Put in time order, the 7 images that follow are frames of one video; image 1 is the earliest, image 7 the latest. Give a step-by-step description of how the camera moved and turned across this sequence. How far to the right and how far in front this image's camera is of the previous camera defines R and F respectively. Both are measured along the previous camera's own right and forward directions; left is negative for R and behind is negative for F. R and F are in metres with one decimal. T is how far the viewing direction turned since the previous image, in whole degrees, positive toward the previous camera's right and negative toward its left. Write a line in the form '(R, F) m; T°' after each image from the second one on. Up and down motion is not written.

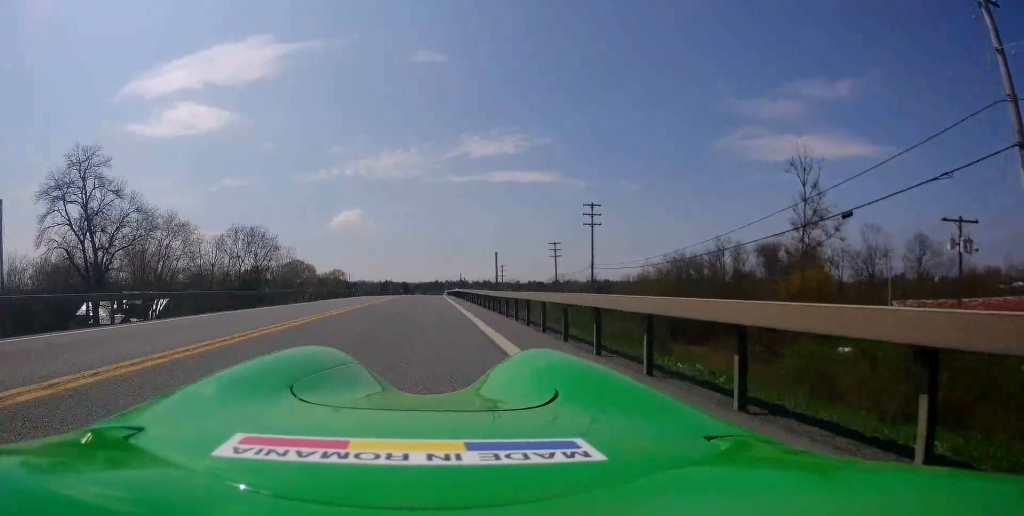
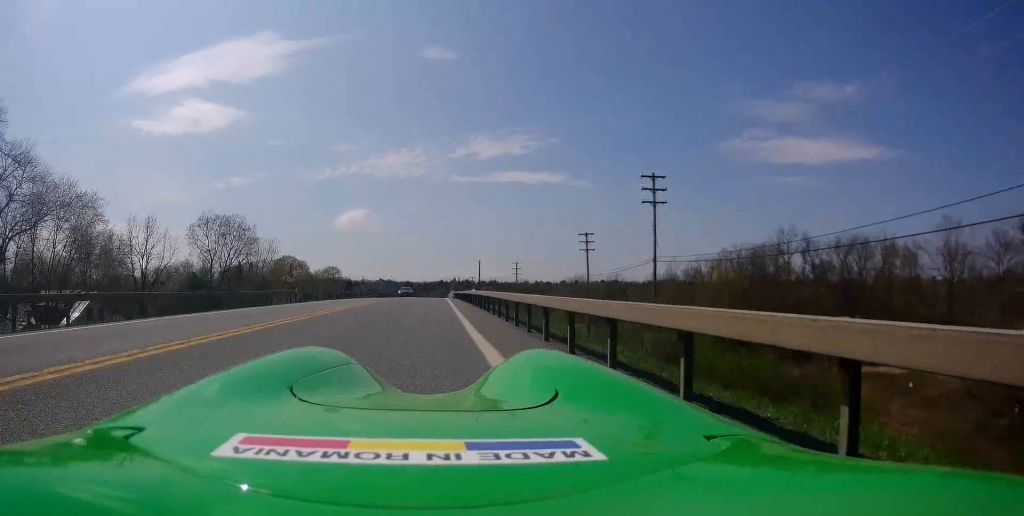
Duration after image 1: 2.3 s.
(0.0, +22.4) m; +2°
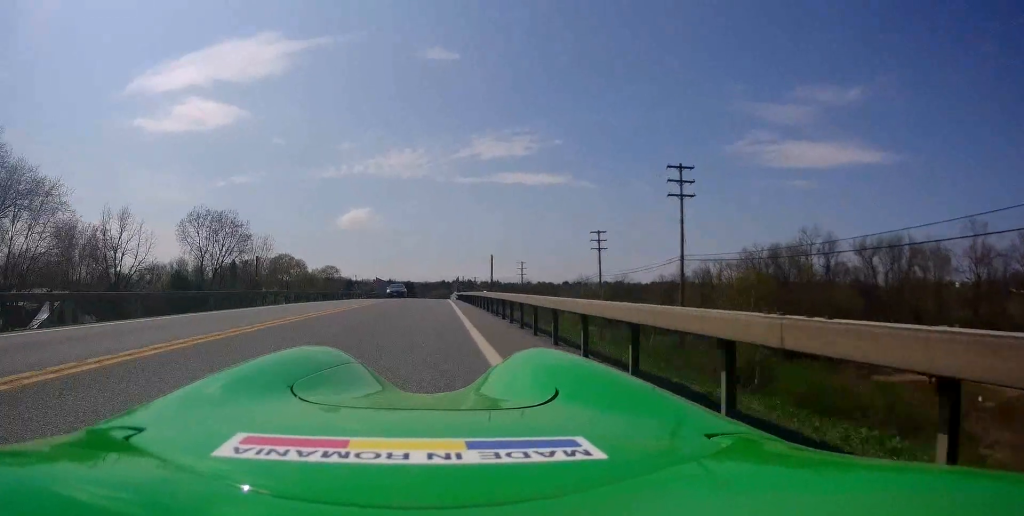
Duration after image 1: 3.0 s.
(-0.1, +6.3) m; -2°
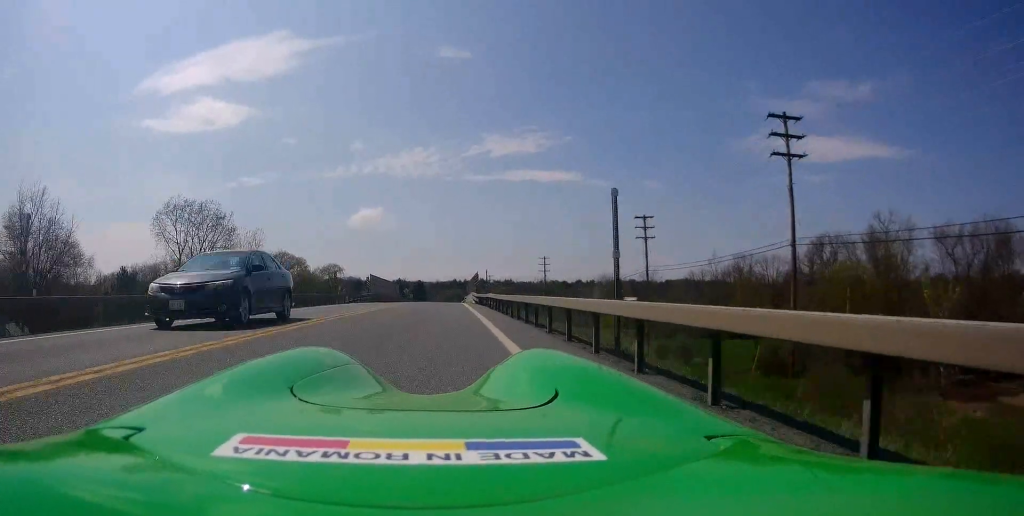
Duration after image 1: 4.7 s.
(-0.2, +15.8) m; -2°
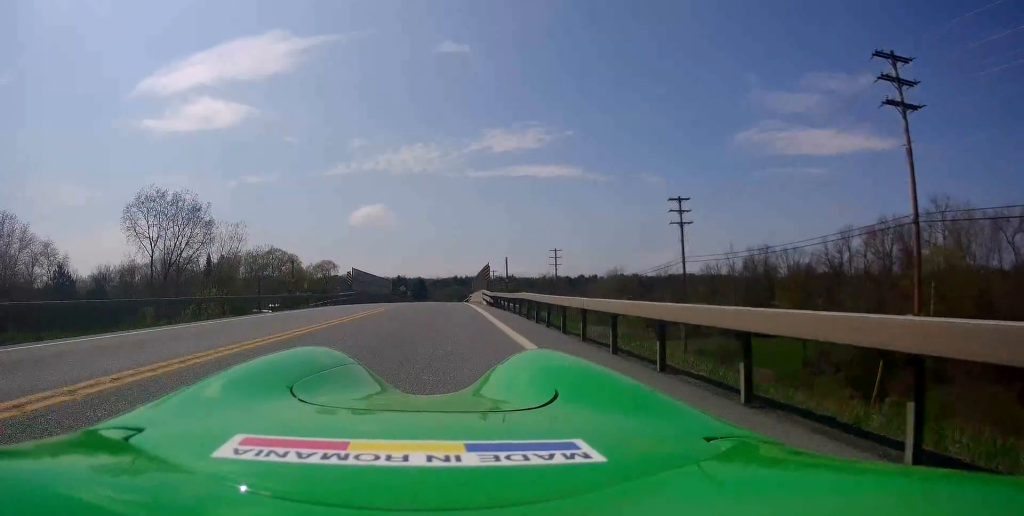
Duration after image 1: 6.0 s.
(-0.6, +11.1) m; -1°
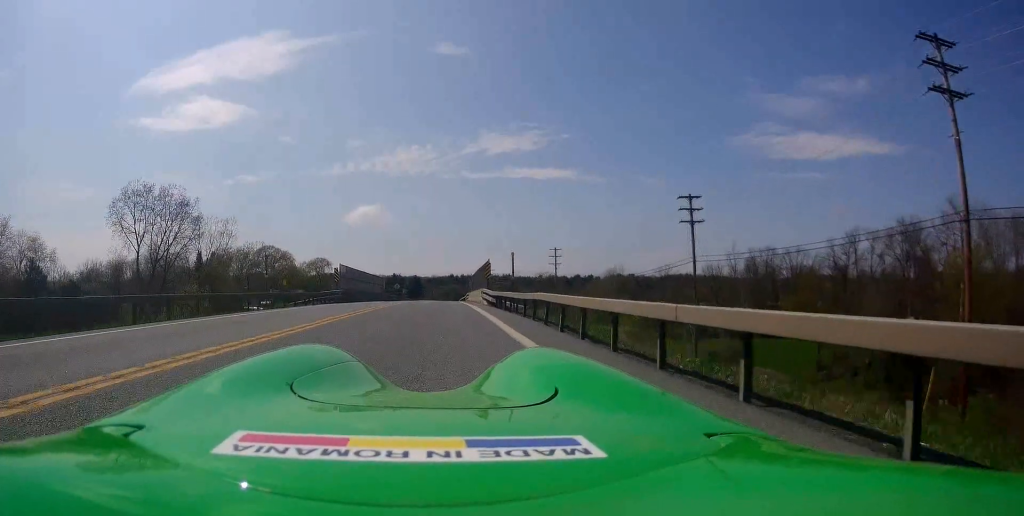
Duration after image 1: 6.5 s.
(0.0, +3.8) m; +1°
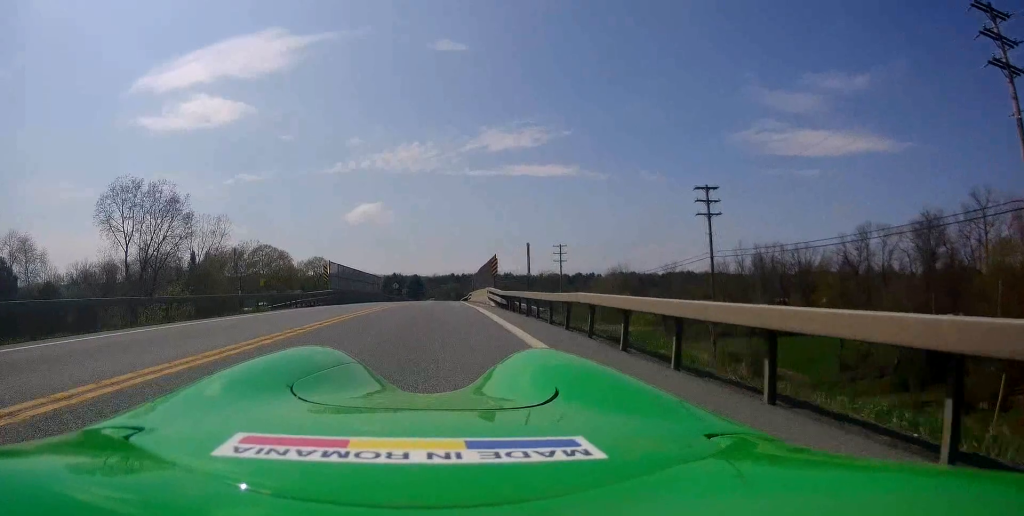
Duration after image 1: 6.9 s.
(+0.5, +3.8) m; +2°
